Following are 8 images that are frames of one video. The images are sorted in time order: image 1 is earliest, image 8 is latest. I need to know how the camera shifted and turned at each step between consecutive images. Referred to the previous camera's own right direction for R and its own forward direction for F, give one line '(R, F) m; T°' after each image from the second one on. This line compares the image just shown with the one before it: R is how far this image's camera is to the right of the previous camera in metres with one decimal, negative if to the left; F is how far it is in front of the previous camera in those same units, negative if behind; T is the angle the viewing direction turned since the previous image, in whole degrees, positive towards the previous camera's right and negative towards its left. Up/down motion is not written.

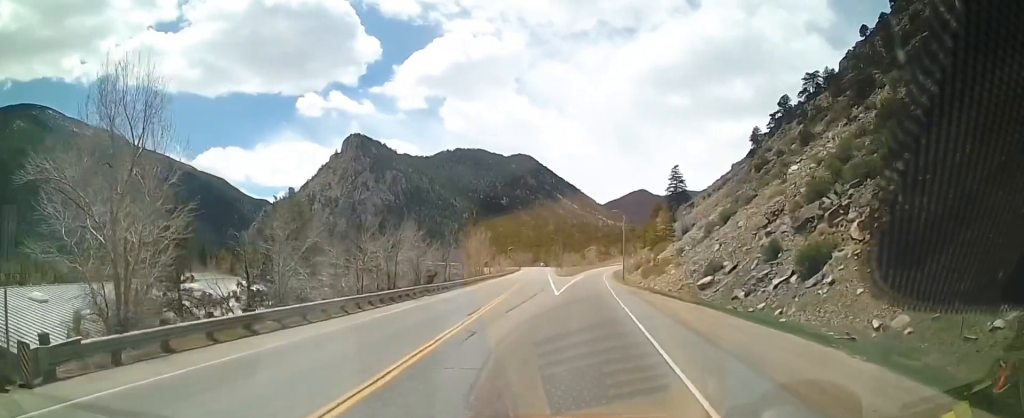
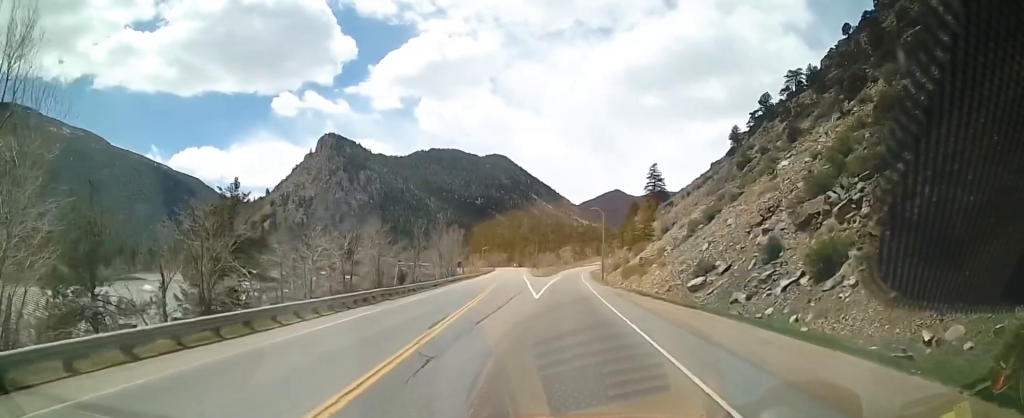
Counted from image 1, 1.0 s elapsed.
(+0.4, +4.8) m; +1°
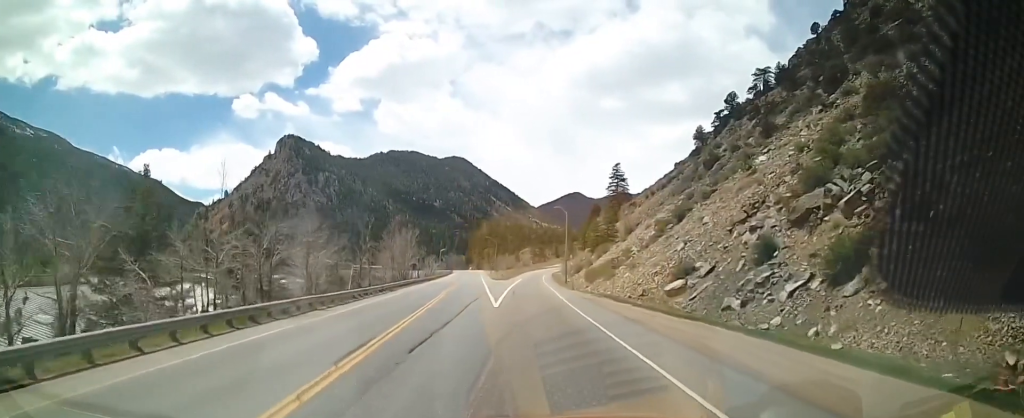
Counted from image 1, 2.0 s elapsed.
(-0.3, +6.2) m; -2°
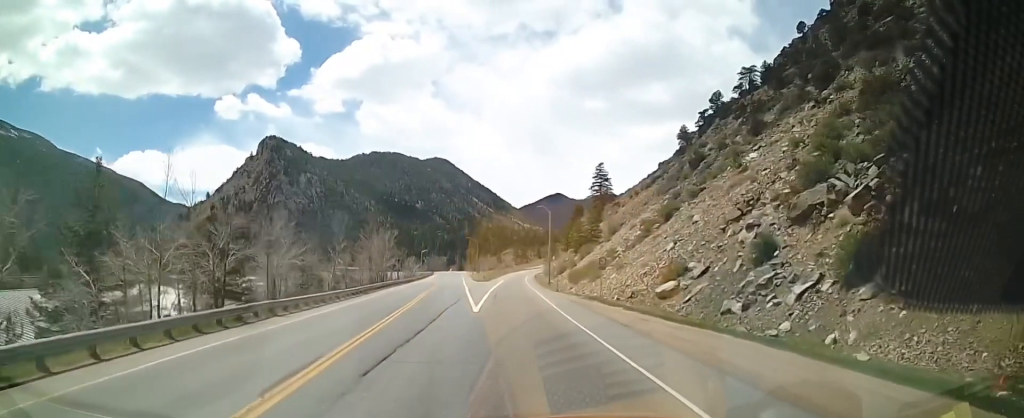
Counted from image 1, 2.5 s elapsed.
(+0.1, +3.0) m; 0°
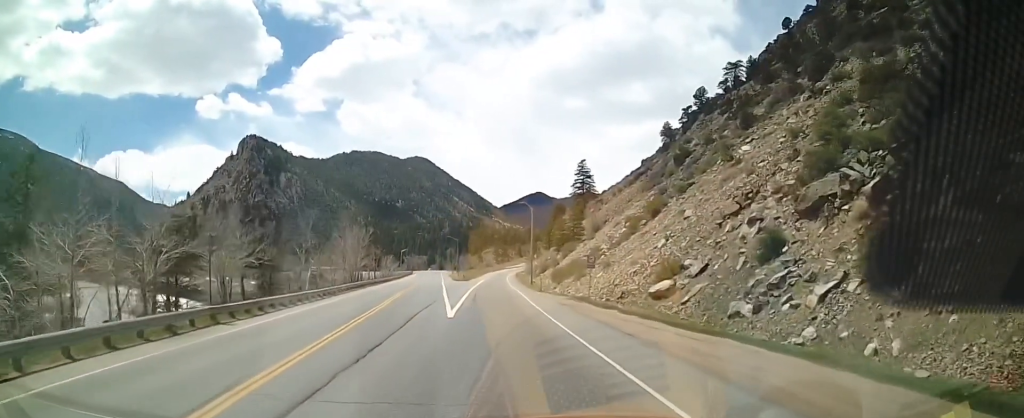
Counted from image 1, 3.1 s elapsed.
(0.0, +4.0) m; 0°
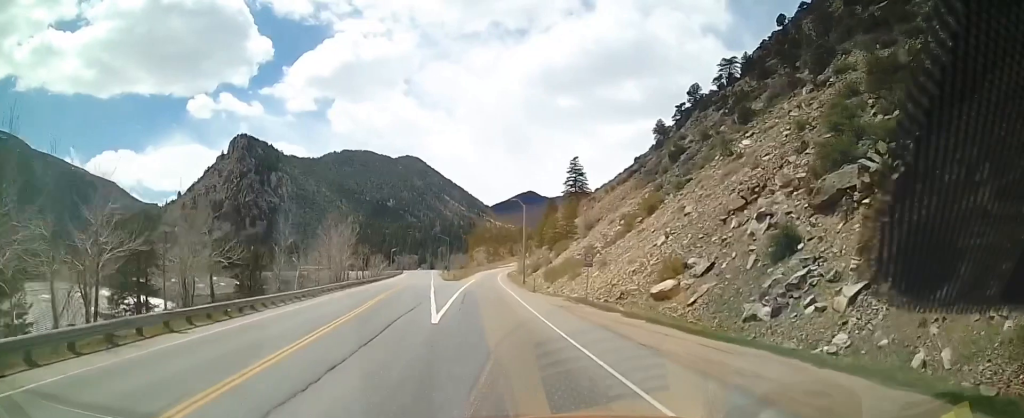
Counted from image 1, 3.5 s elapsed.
(-0.1, +3.1) m; +1°
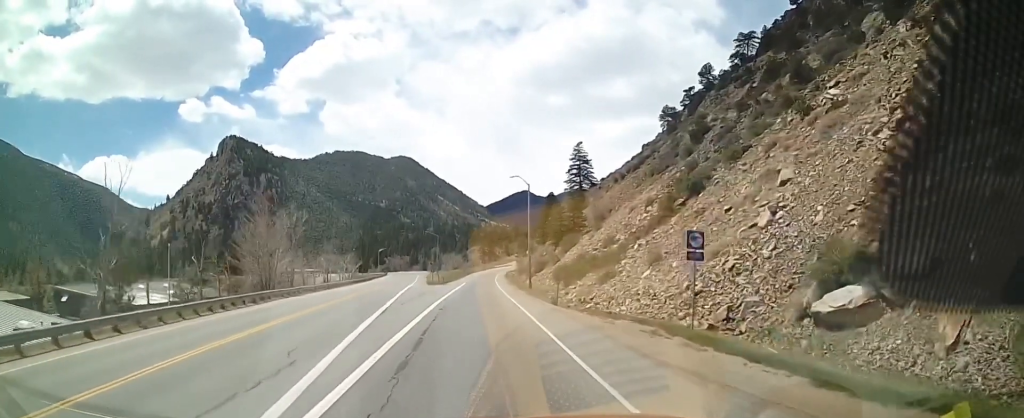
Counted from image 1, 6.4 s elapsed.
(+0.6, +22.8) m; -2°
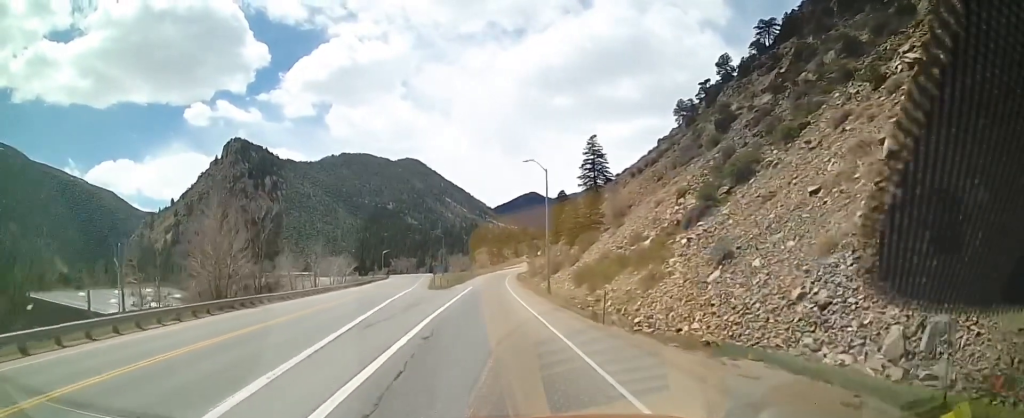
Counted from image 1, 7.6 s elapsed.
(-0.2, +11.8) m; +2°
